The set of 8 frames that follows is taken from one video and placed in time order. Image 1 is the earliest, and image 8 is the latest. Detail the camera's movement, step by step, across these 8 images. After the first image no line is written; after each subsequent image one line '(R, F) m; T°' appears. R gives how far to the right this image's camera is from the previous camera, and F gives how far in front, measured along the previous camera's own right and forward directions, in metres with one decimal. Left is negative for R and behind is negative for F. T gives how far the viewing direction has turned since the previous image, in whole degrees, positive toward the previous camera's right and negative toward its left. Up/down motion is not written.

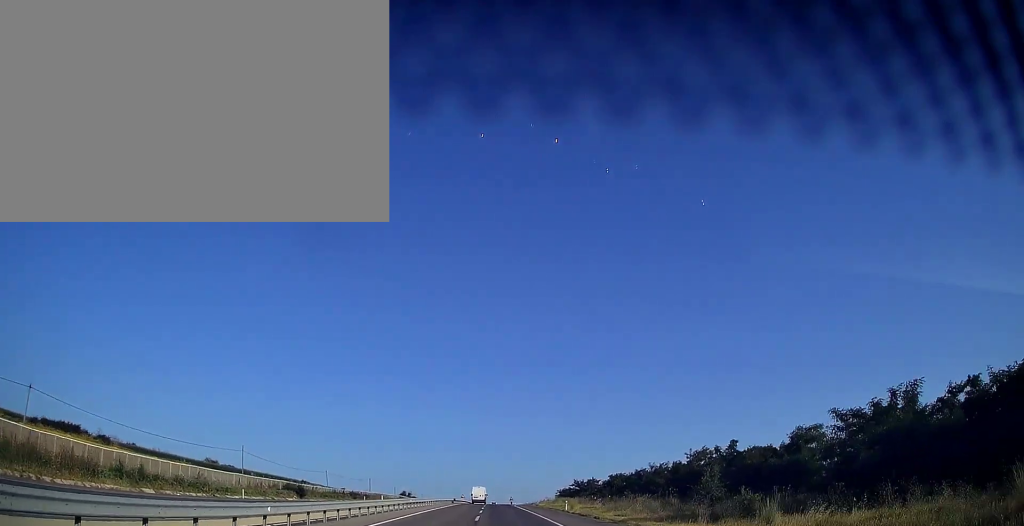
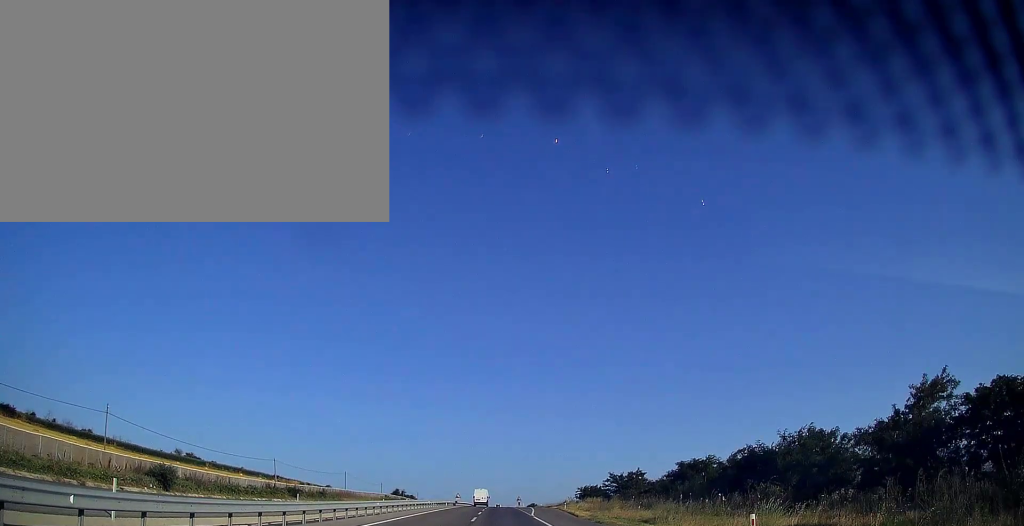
(-0.2, +35.6) m; 0°
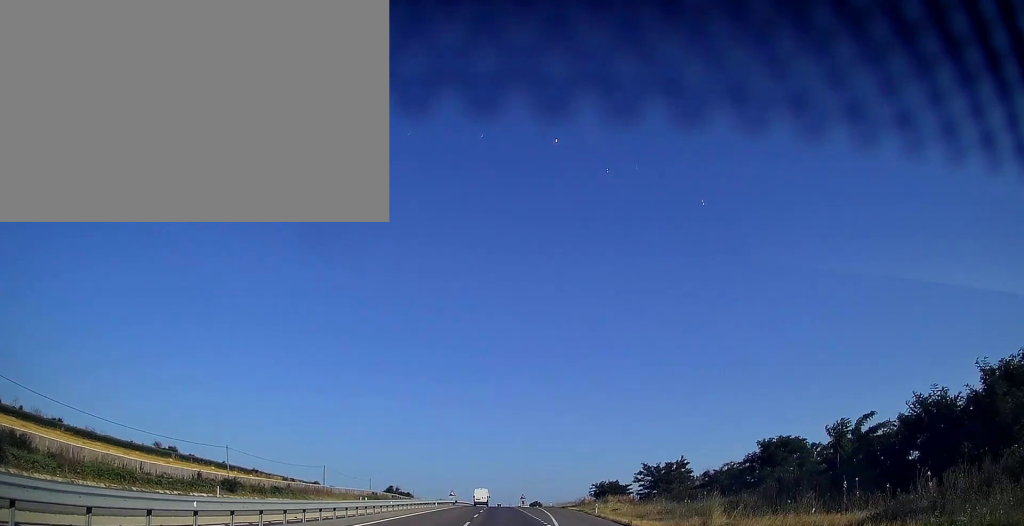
(0.0, +18.8) m; 0°
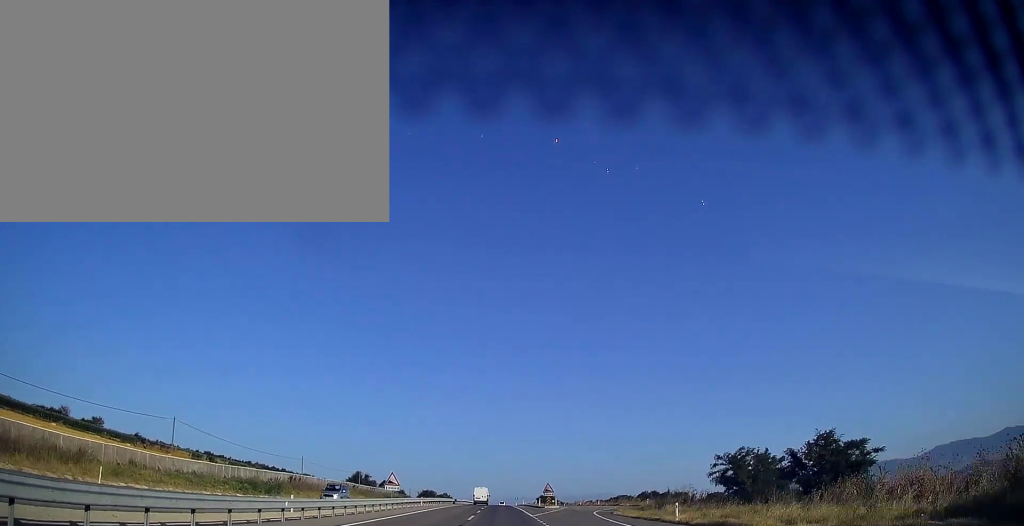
(0.0, +66.1) m; 0°
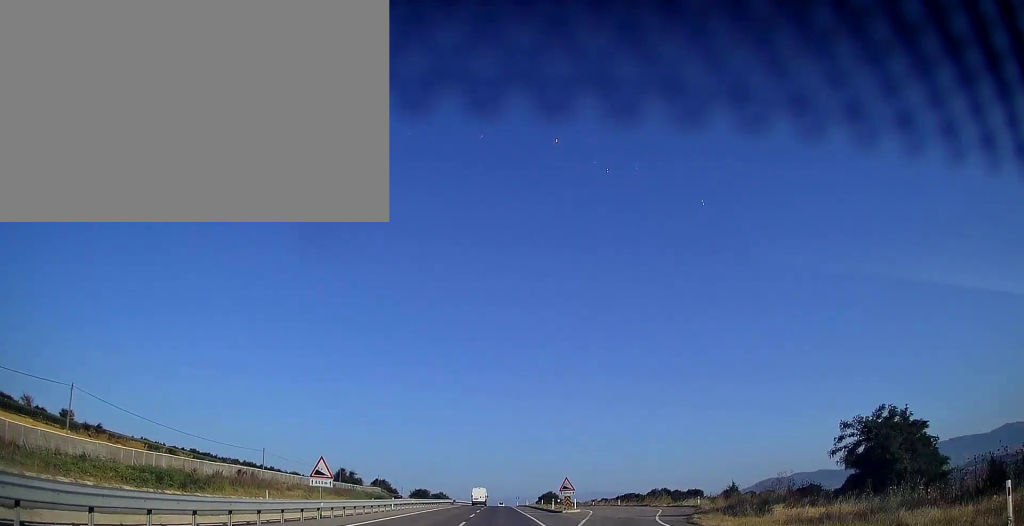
(+0.1, +20.8) m; 0°
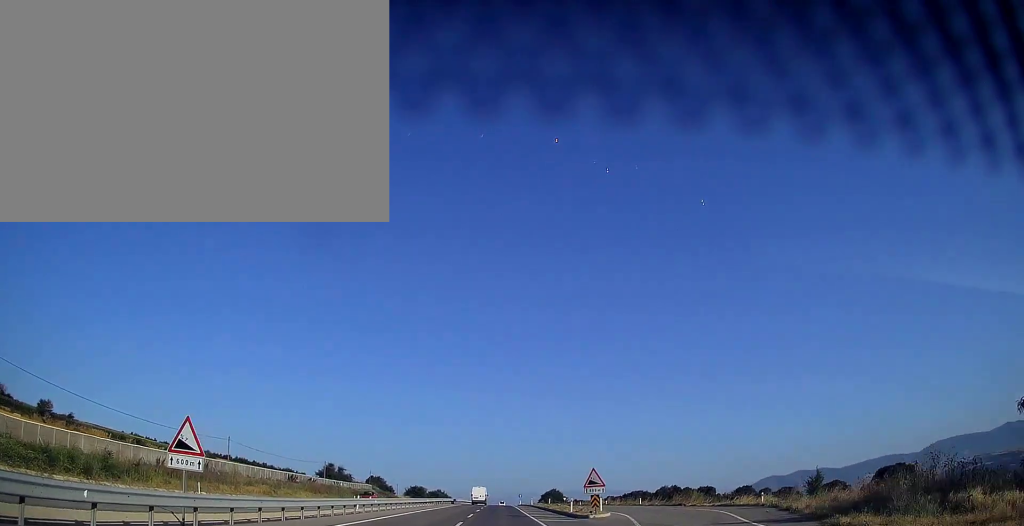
(-0.1, +13.9) m; 0°
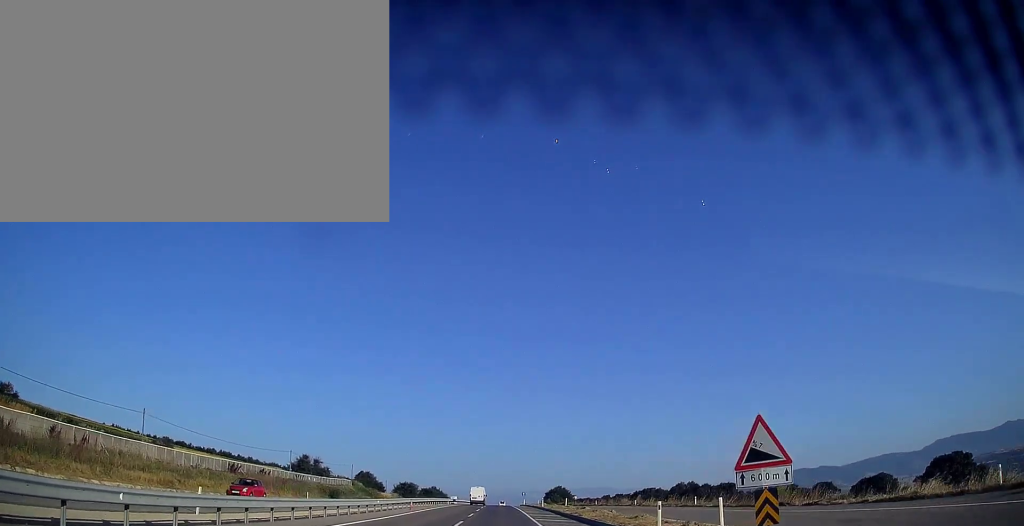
(-0.1, +21.8) m; 0°
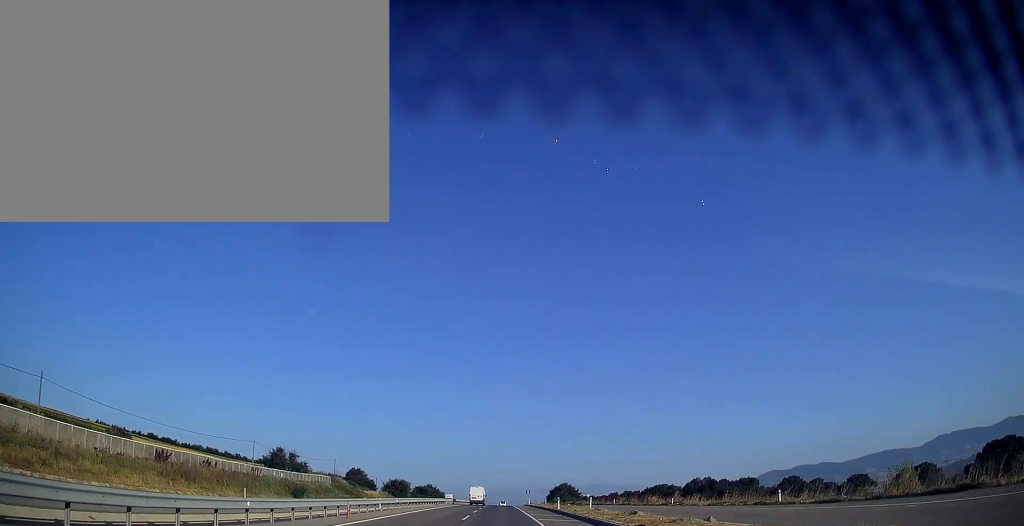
(+0.1, +17.9) m; 0°
